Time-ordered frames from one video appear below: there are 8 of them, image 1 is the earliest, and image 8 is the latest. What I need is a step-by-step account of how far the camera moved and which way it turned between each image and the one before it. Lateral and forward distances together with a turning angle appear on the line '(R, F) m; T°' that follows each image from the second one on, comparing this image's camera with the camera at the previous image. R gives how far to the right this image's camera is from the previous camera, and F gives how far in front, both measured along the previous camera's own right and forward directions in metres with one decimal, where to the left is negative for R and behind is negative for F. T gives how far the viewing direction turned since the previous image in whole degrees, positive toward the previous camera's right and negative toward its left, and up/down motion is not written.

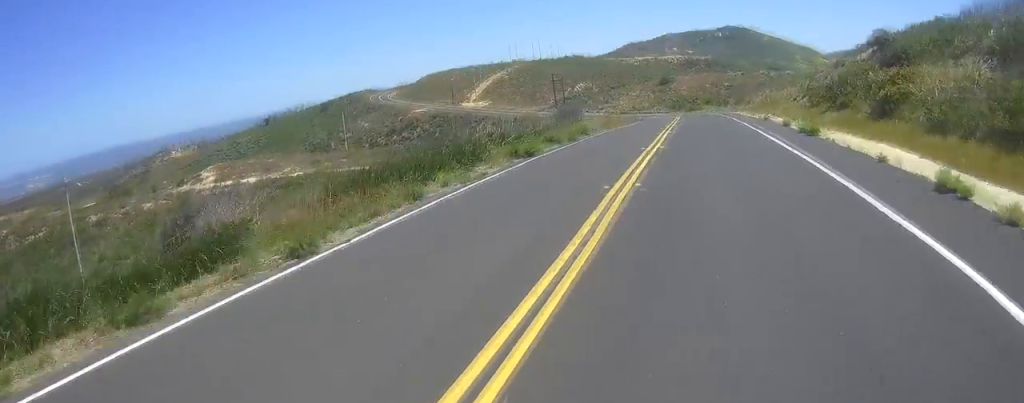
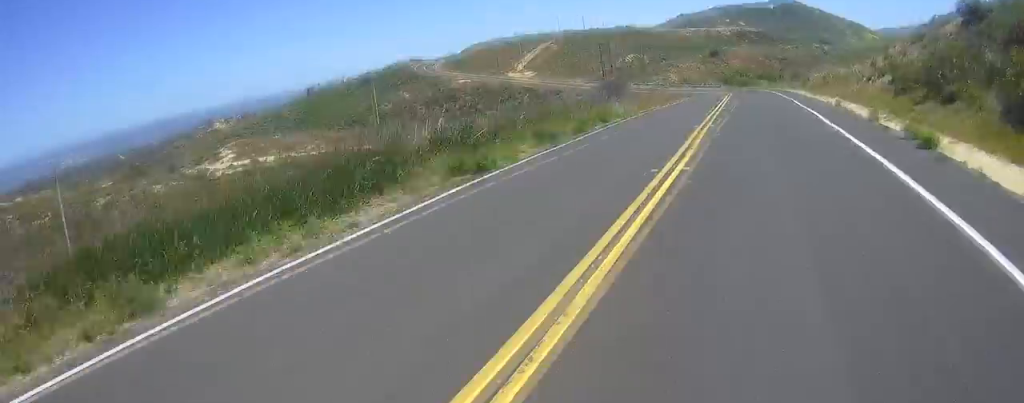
(0.0, +8.8) m; +1°
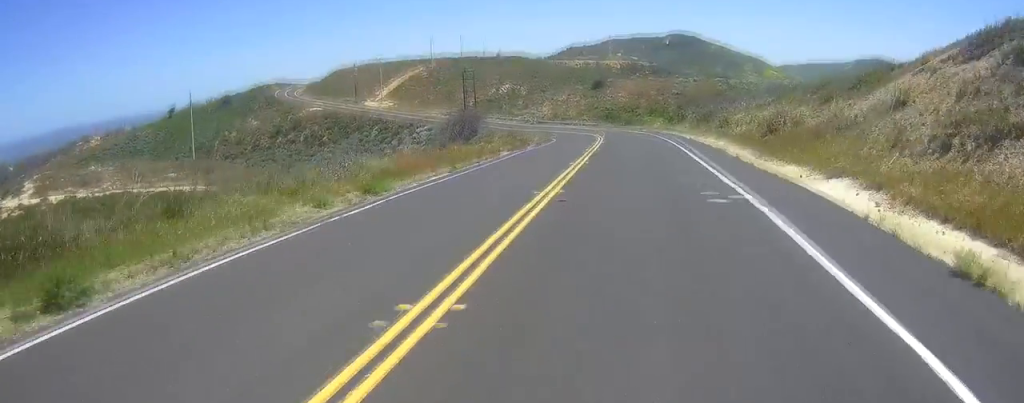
(+0.3, +21.4) m; 0°
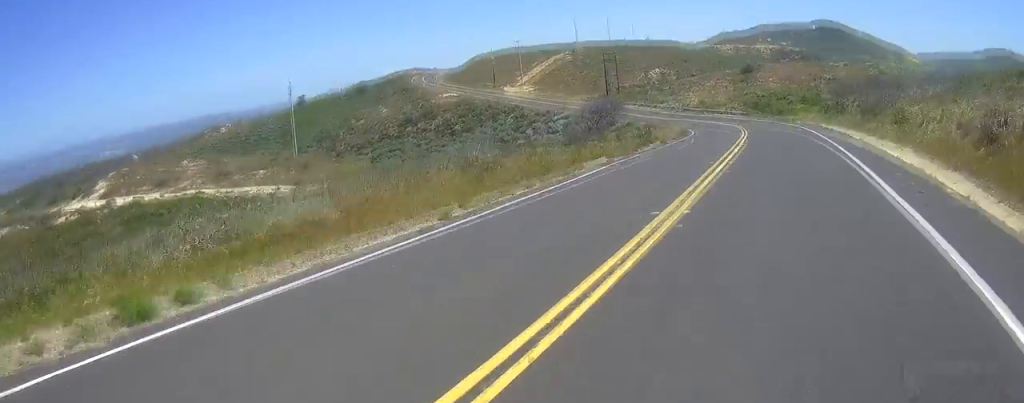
(-0.1, +11.3) m; 0°
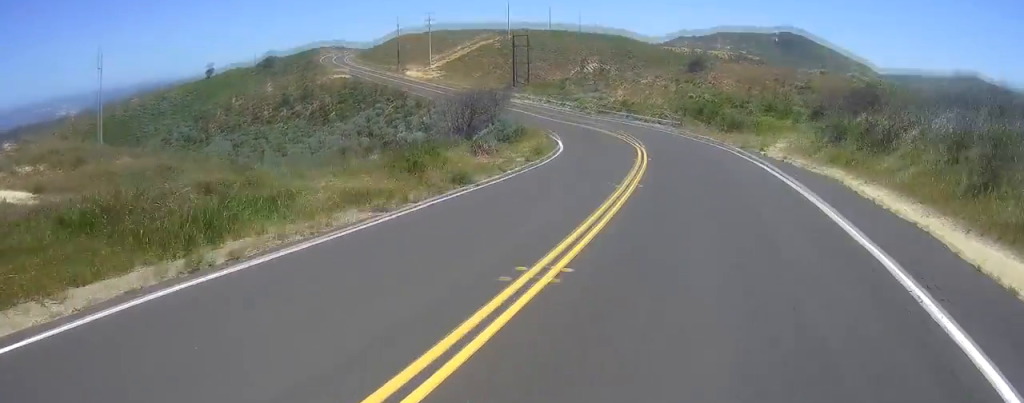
(-0.1, +26.4) m; -1°
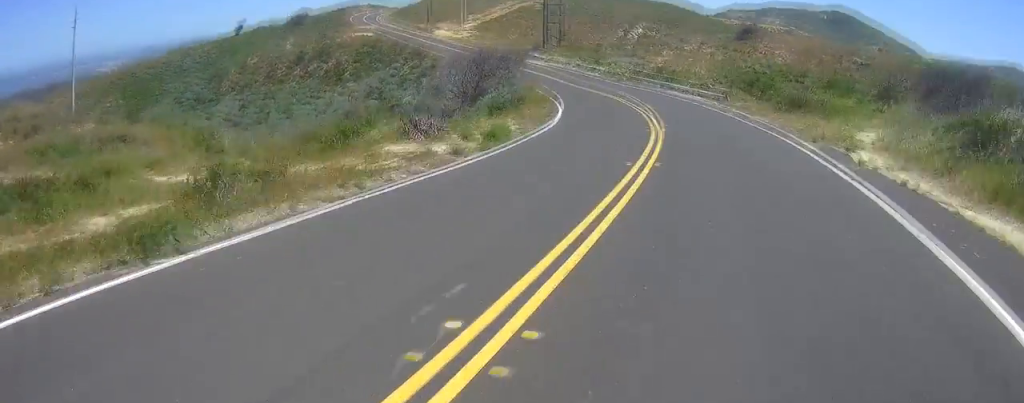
(0.0, +10.5) m; -2°
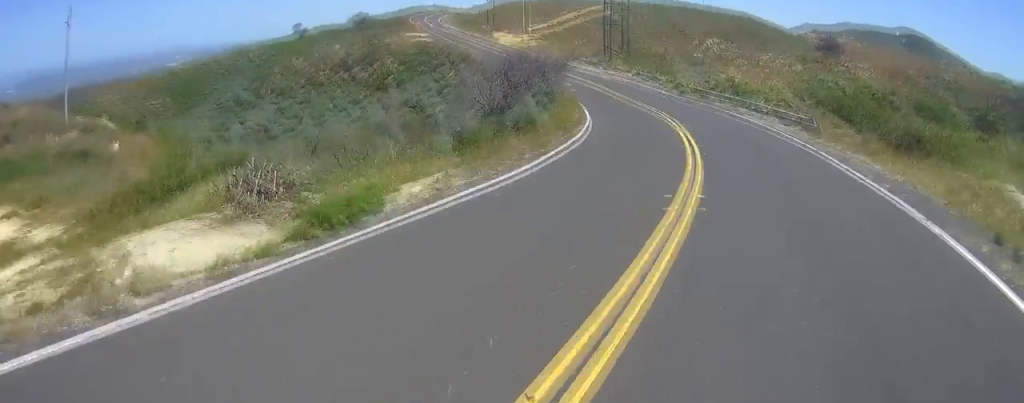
(-0.3, +10.0) m; -4°
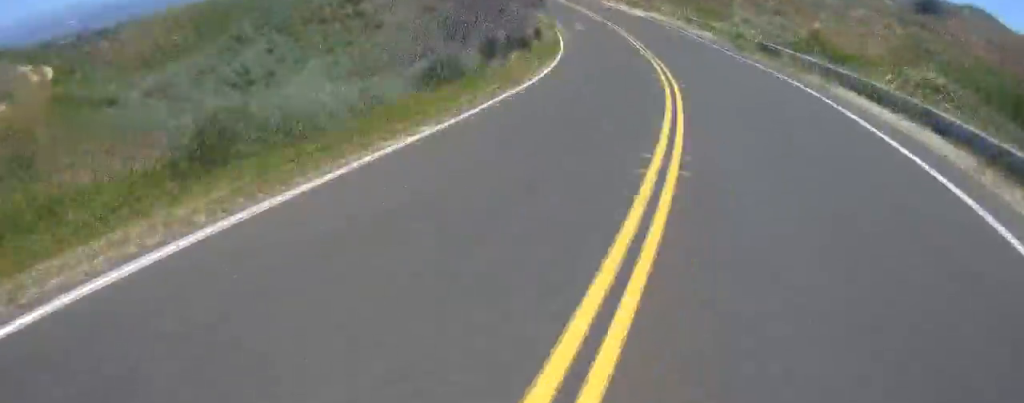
(-1.2, +17.8) m; -8°
